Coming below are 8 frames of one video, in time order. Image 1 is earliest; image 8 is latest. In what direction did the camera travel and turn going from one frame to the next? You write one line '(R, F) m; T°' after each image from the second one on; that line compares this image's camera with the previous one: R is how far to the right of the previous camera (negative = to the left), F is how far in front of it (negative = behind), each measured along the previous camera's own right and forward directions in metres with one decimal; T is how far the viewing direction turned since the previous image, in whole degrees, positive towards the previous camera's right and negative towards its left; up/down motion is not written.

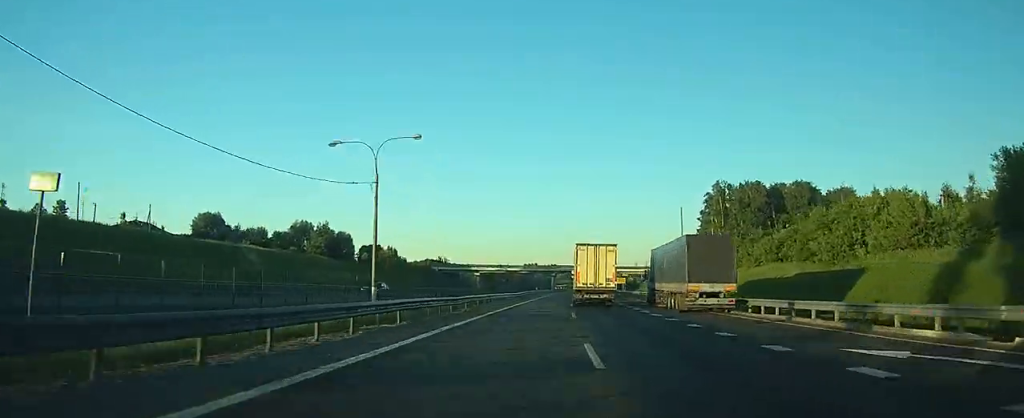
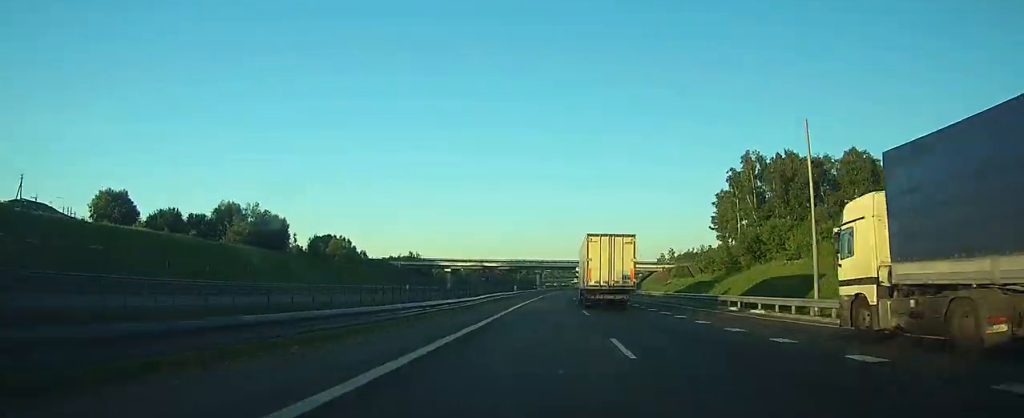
(+0.2, +30.5) m; +1°
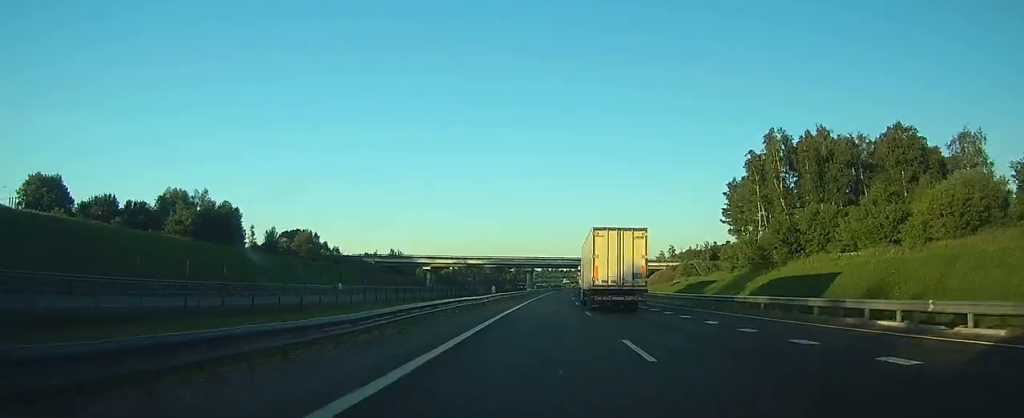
(+0.2, +16.5) m; 0°
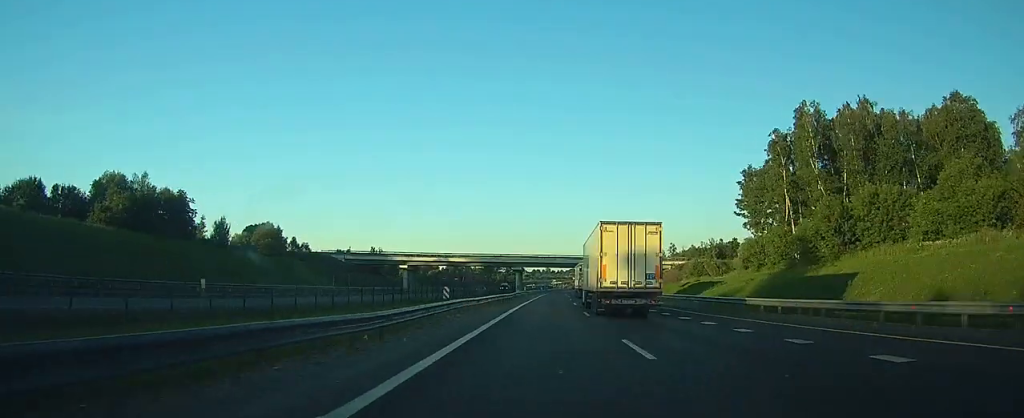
(+0.2, +15.5) m; 0°
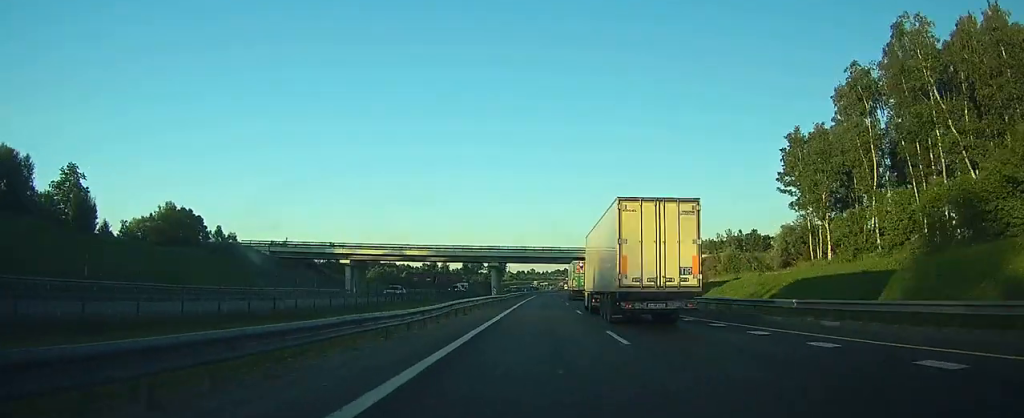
(-0.2, +29.3) m; 0°
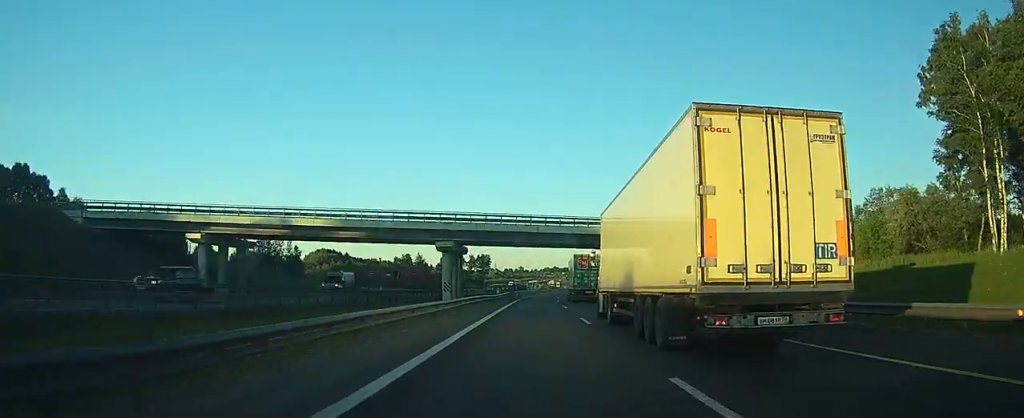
(+0.4, +41.2) m; +1°
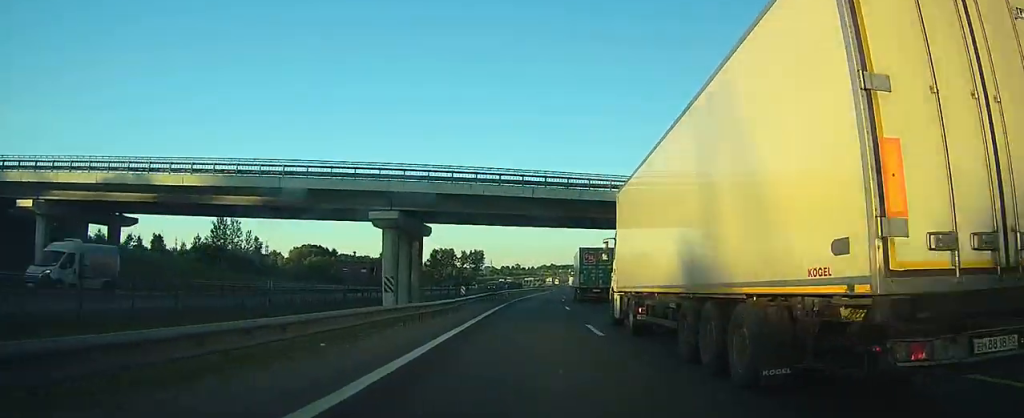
(0.0, +21.3) m; 0°
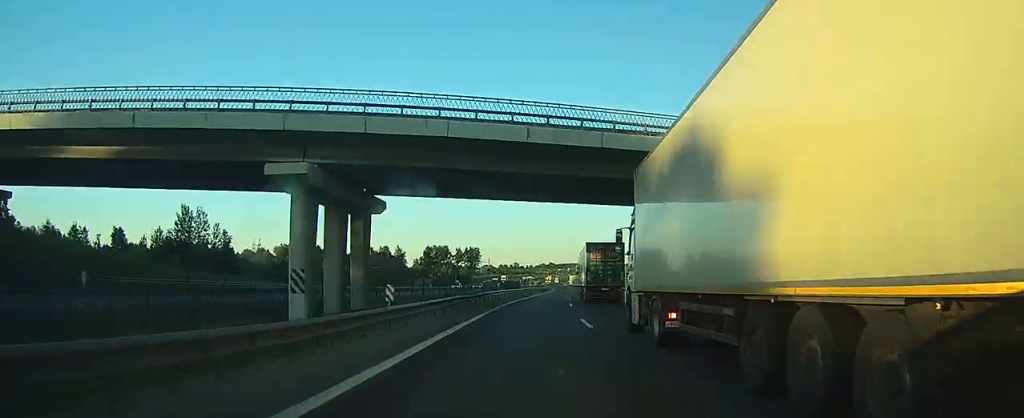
(+0.1, +13.9) m; 0°
